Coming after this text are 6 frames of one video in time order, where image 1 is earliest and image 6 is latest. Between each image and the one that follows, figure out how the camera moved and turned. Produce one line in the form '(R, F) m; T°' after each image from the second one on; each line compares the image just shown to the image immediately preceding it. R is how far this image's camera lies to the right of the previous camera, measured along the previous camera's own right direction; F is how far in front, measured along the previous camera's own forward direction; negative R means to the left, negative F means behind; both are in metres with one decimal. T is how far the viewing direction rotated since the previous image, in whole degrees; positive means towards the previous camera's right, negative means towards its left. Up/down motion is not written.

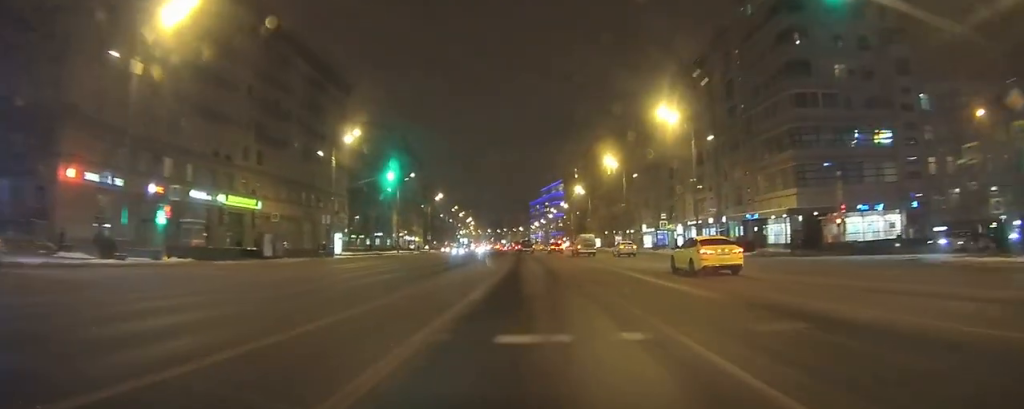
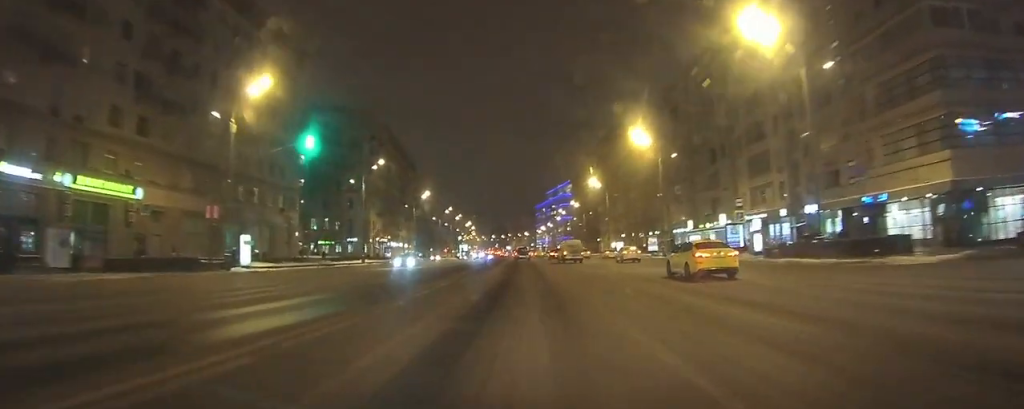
(0.0, +24.7) m; 0°
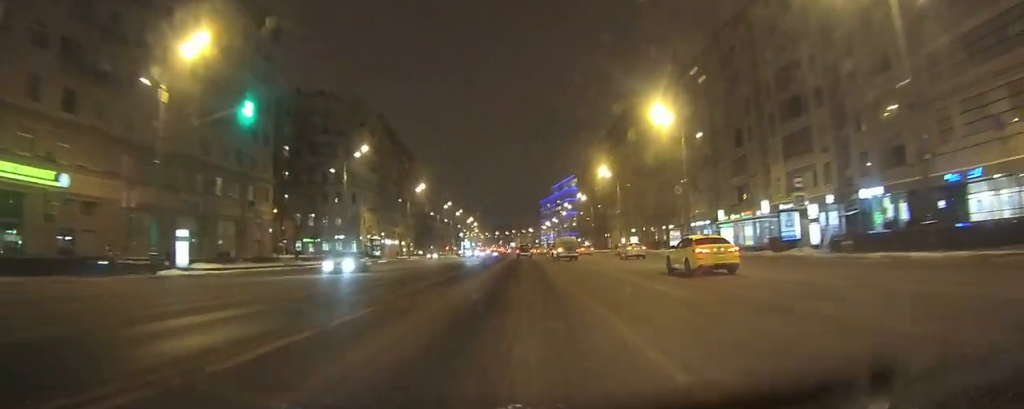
(0.0, +9.6) m; 0°
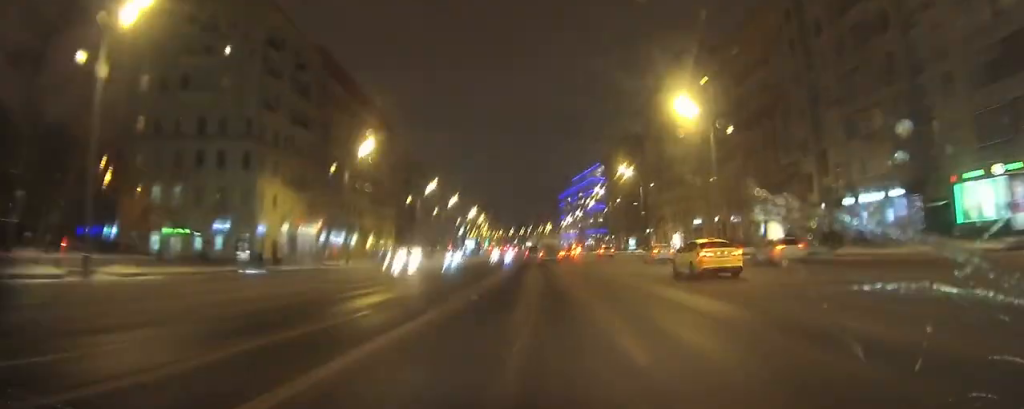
(-0.8, +38.8) m; -2°
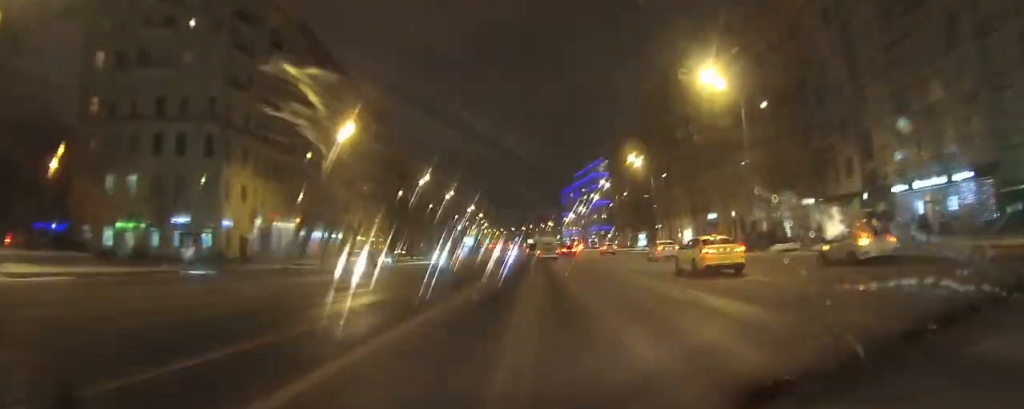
(0.0, +5.8) m; 0°
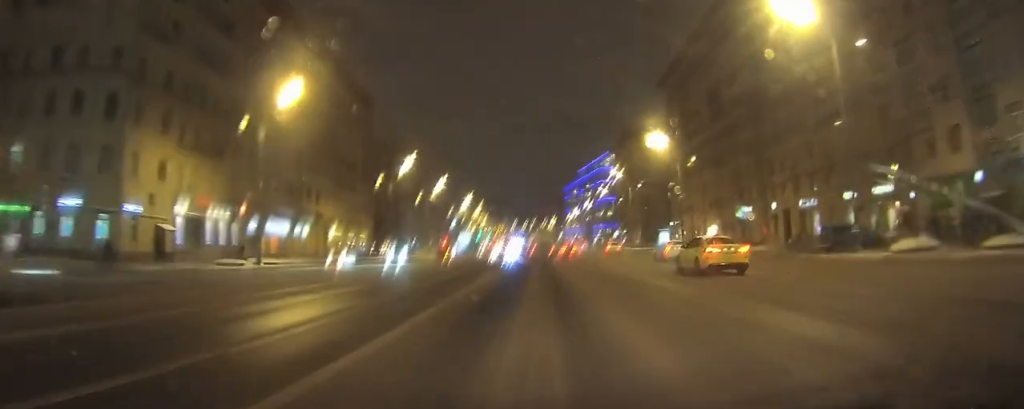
(0.0, +11.0) m; 0°
